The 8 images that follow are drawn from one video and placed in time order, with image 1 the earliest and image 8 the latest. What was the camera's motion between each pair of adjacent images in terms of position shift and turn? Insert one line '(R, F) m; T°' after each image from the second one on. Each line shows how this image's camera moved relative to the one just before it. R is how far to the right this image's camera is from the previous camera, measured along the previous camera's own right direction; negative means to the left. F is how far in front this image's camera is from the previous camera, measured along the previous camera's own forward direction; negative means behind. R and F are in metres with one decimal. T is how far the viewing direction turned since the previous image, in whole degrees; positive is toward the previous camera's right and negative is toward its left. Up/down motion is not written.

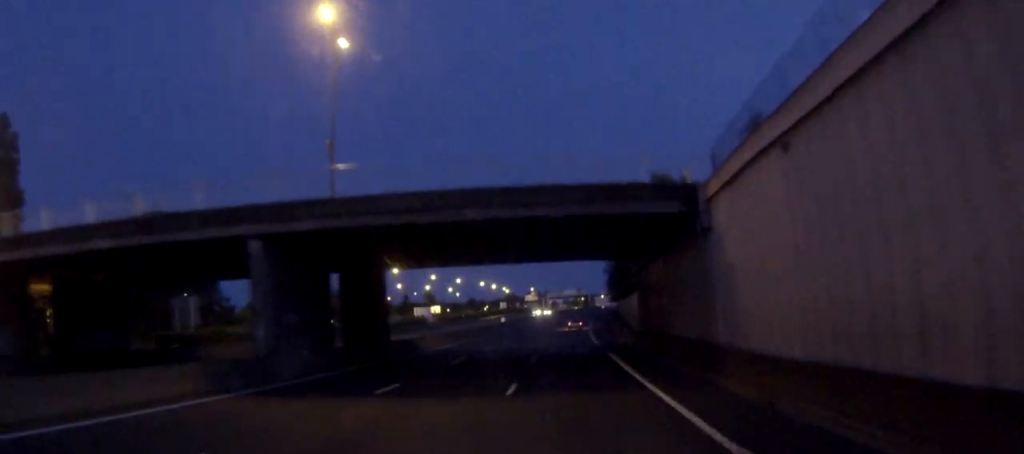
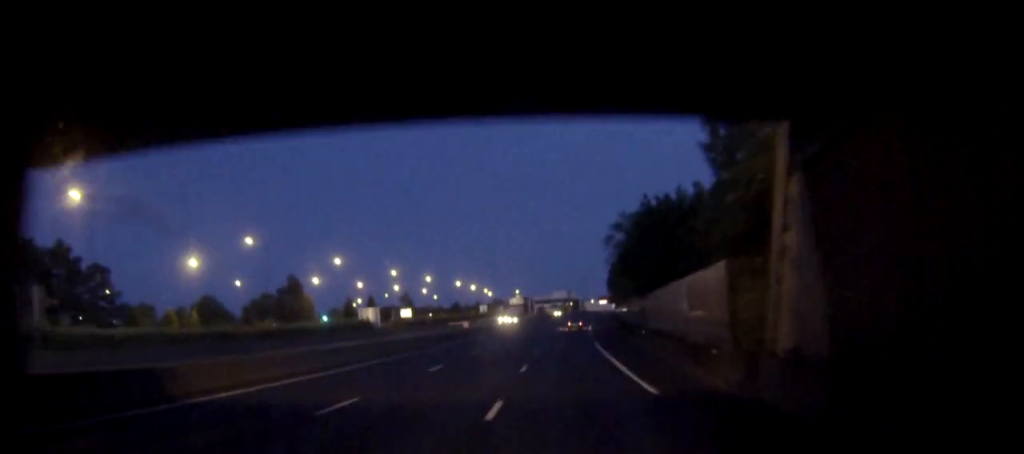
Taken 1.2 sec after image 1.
(+0.1, +30.2) m; +1°
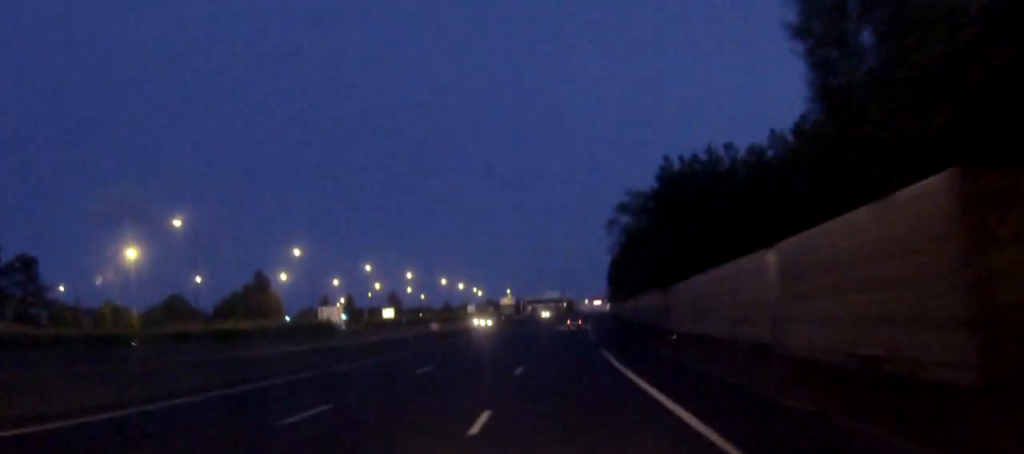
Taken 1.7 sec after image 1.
(+0.1, +14.8) m; +1°
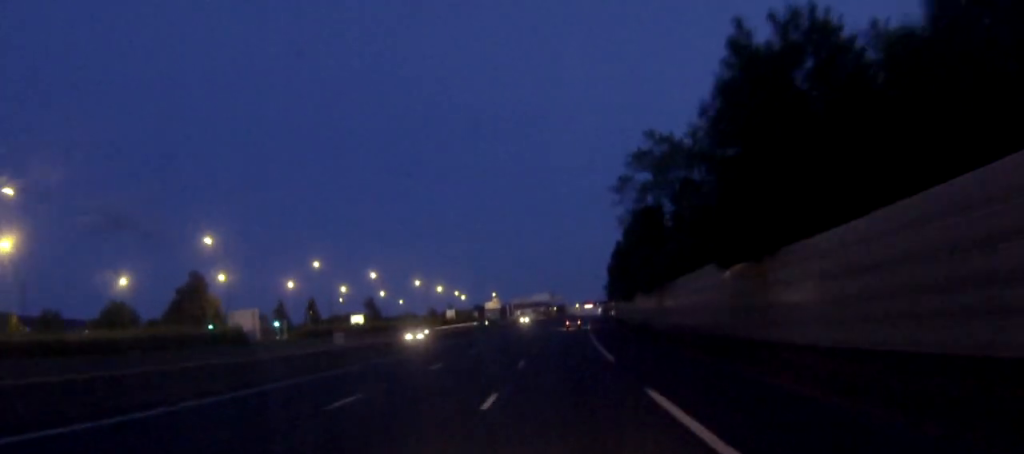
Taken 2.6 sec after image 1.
(+0.2, +22.8) m; +1°
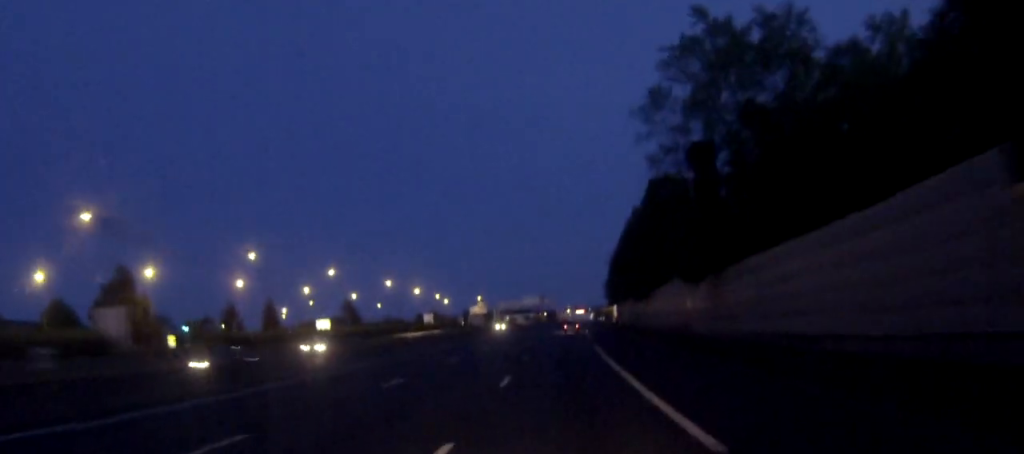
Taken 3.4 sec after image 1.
(+0.1, +20.1) m; +1°
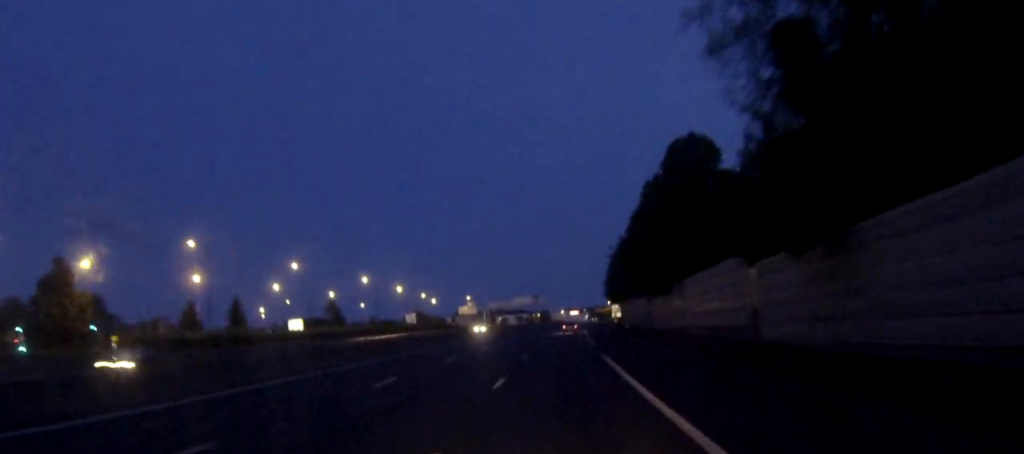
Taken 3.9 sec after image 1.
(0.0, +14.0) m; +1°
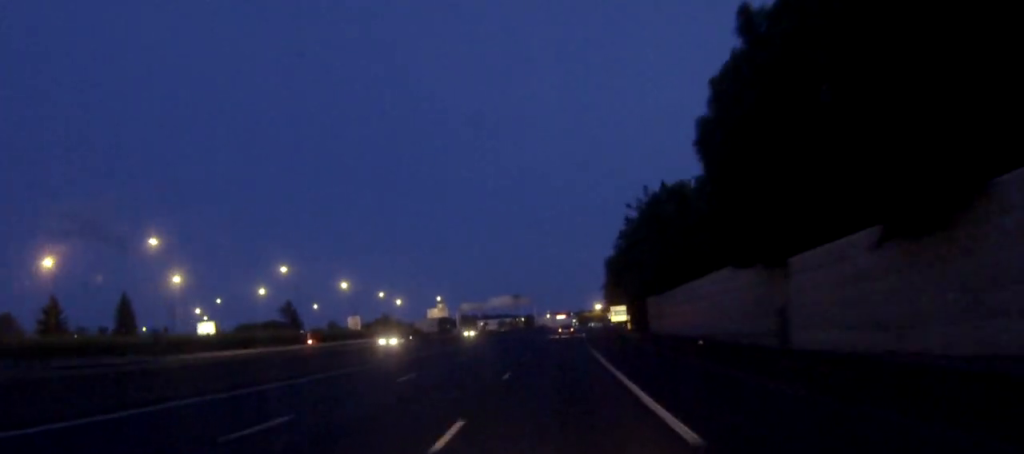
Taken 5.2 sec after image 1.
(+0.7, +35.1) m; +2°
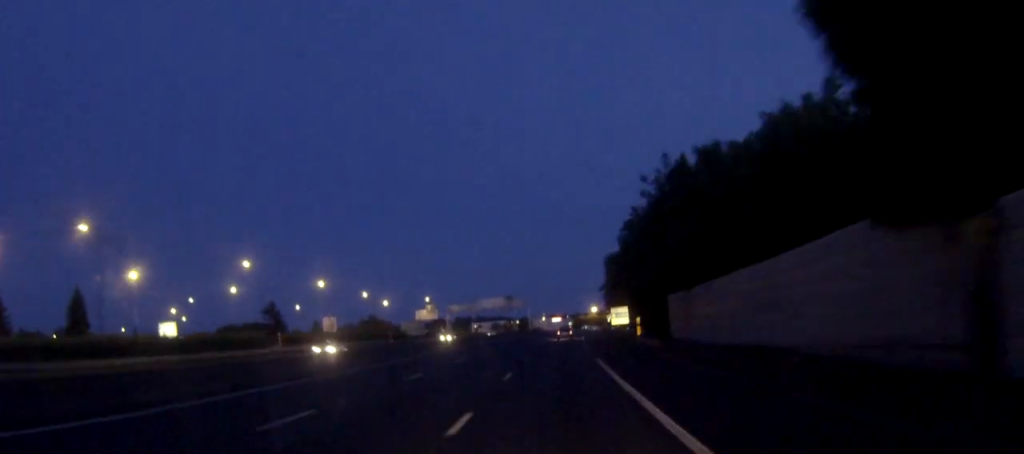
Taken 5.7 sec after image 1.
(0.0, +11.4) m; 0°
